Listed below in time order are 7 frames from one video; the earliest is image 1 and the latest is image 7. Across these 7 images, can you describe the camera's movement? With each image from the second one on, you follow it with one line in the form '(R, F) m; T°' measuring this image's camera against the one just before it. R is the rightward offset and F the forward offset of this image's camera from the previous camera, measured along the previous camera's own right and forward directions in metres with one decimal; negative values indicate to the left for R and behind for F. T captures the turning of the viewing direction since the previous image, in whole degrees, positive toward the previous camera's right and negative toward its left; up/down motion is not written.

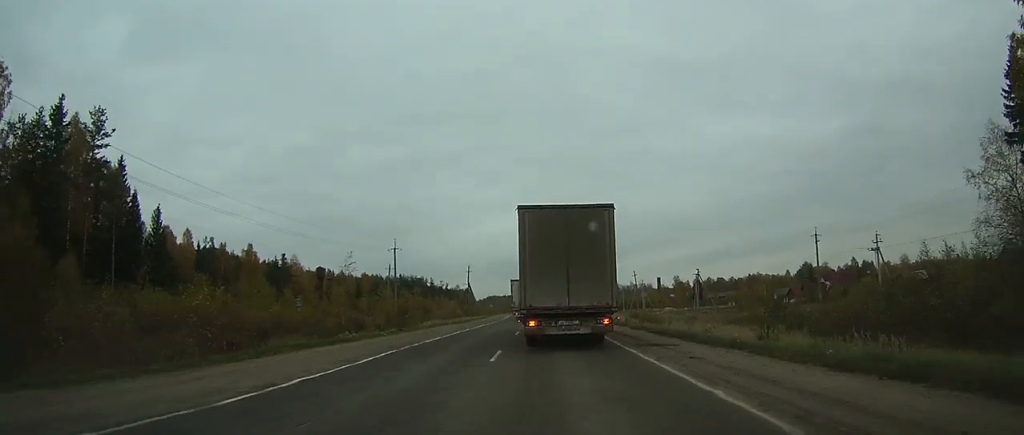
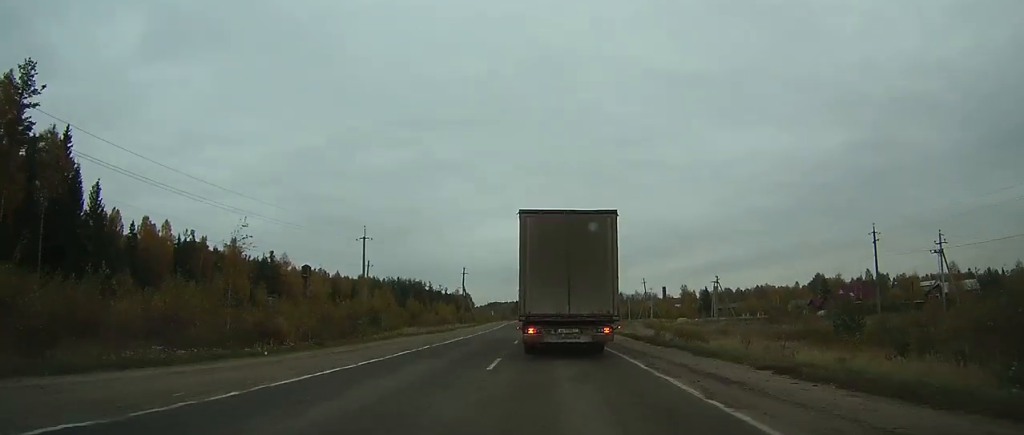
(+0.1, +14.0) m; -1°
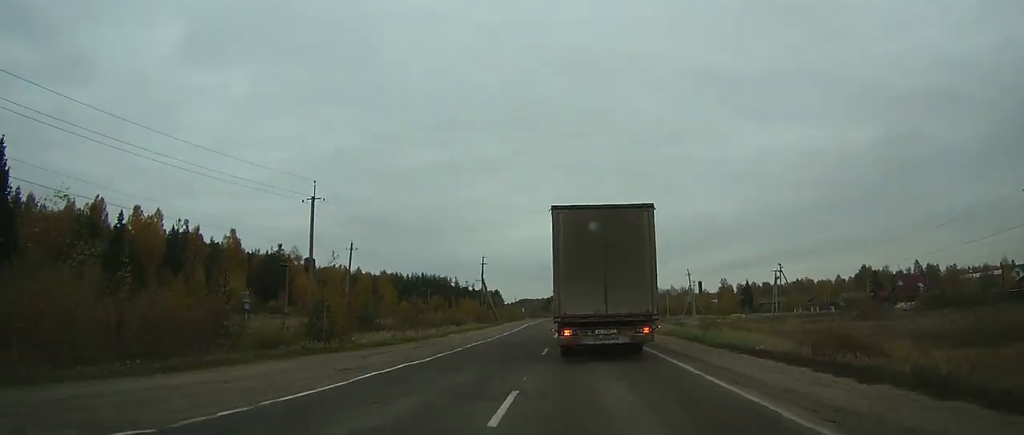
(-0.3, +19.1) m; -1°
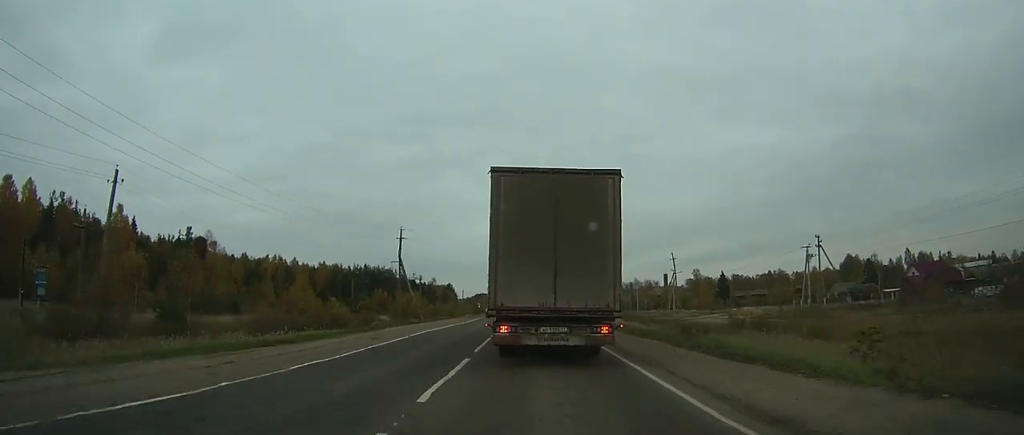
(-0.1, +28.0) m; -1°
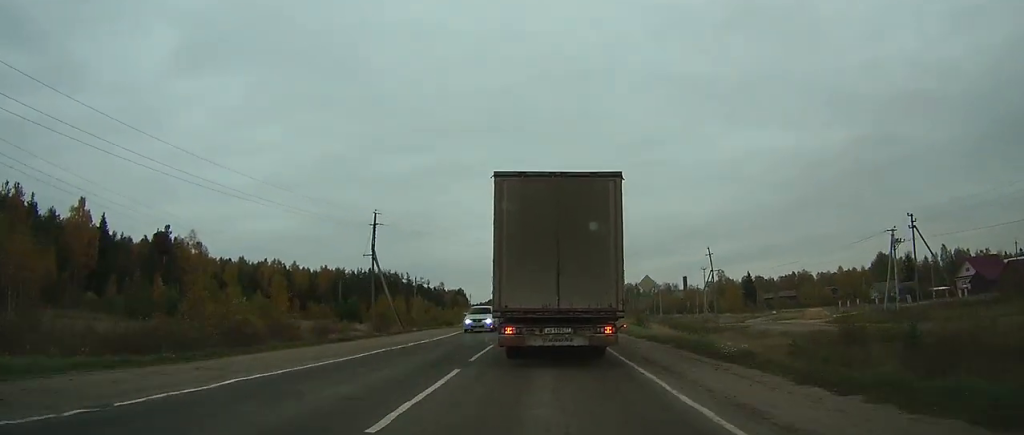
(-0.1, +17.1) m; 0°
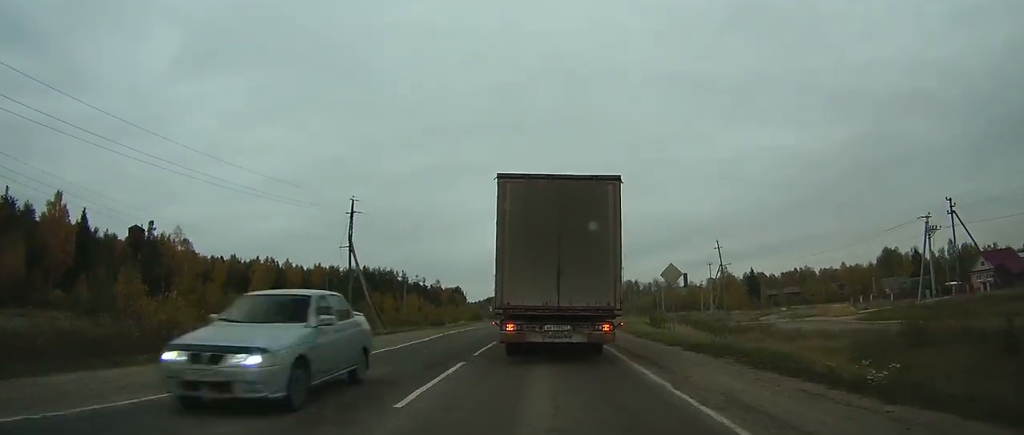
(0.0, +7.0) m; 0°
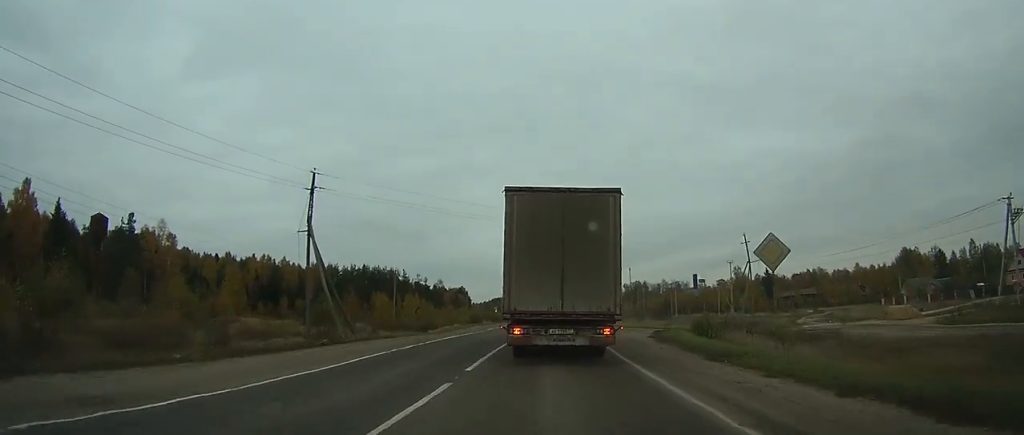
(+0.1, +11.4) m; +1°
